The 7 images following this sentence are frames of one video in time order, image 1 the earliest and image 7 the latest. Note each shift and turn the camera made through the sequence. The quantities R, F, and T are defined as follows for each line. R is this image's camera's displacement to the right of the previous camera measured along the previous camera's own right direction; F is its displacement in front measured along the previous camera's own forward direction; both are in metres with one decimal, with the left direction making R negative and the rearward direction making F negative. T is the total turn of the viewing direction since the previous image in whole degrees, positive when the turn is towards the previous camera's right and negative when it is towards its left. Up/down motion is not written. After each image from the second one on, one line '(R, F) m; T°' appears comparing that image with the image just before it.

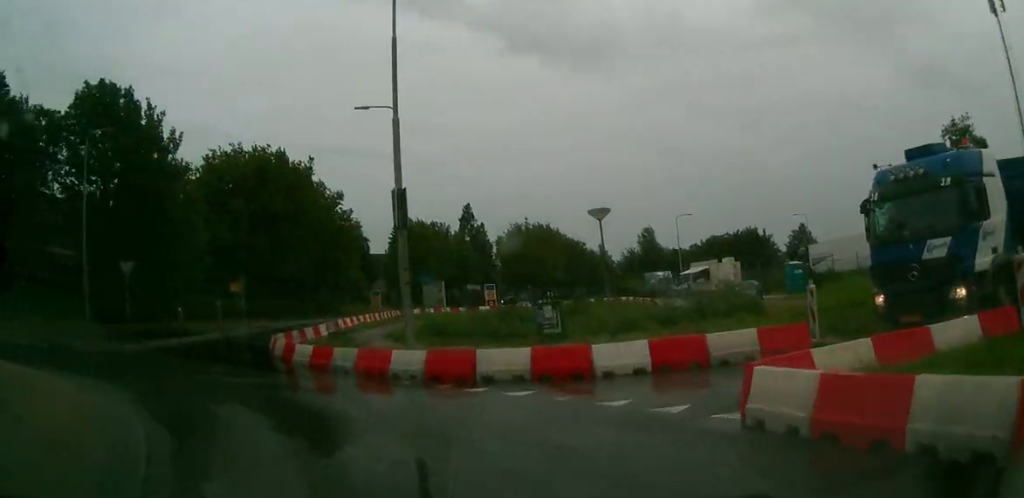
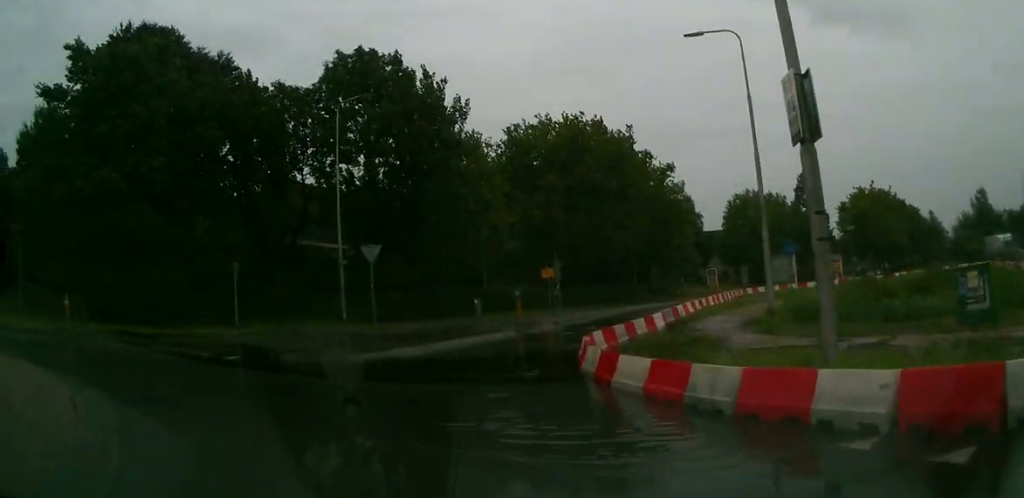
(-0.8, +7.2) m; -7°
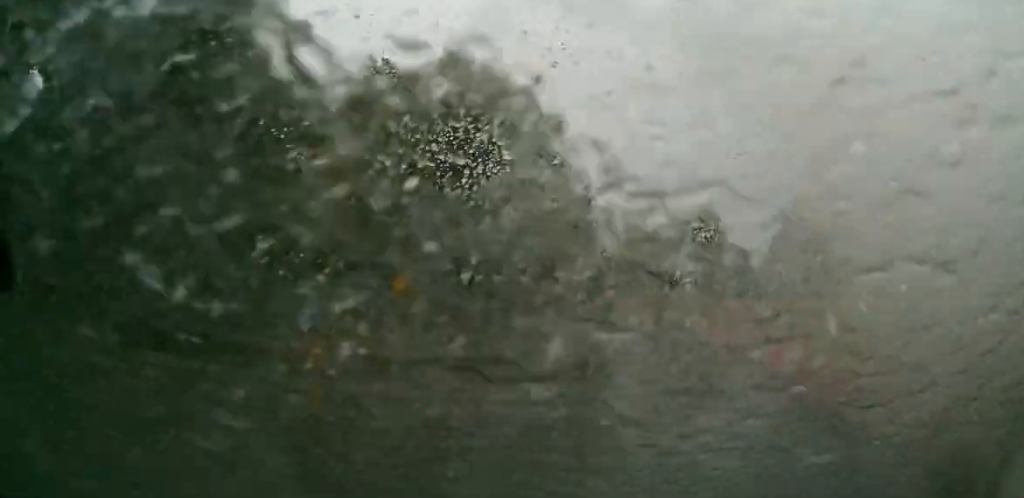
(-0.1, +17.8) m; 0°
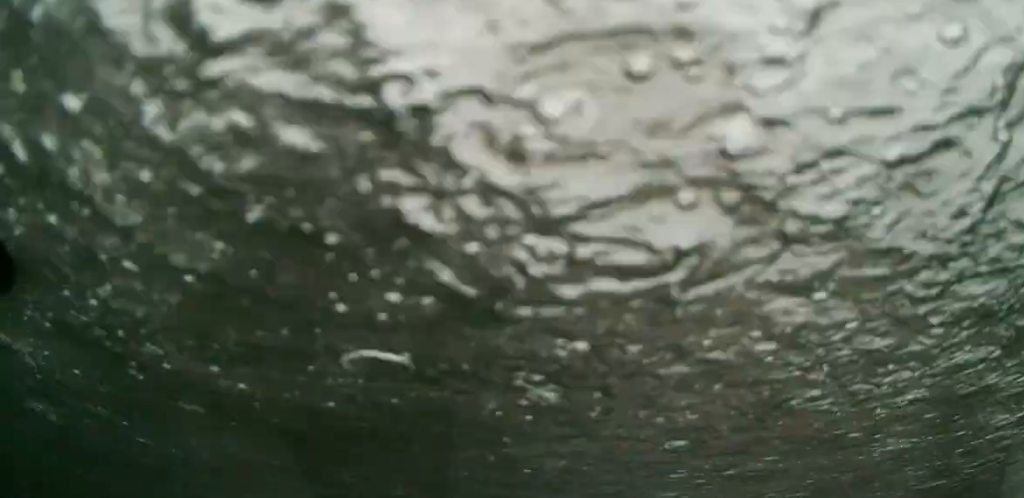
(0.0, +4.5) m; +2°
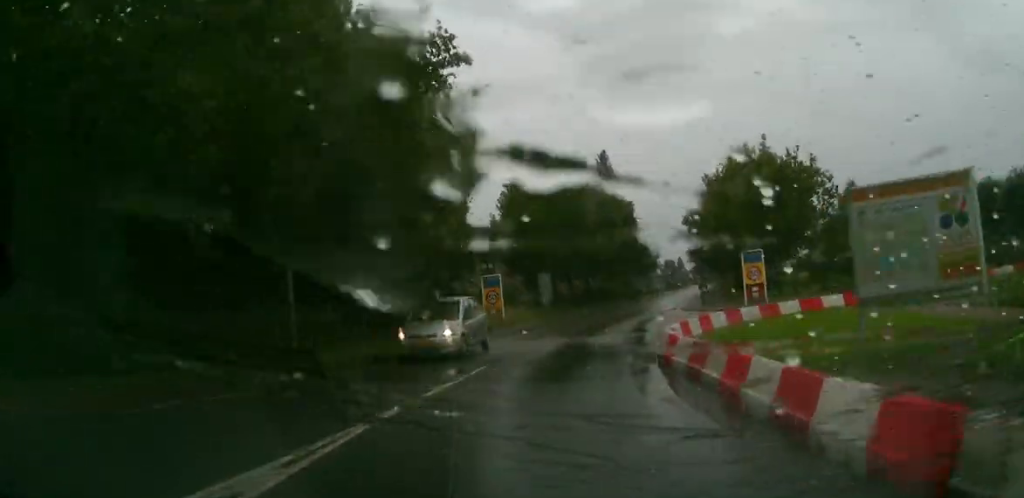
(+0.7, +13.9) m; +5°
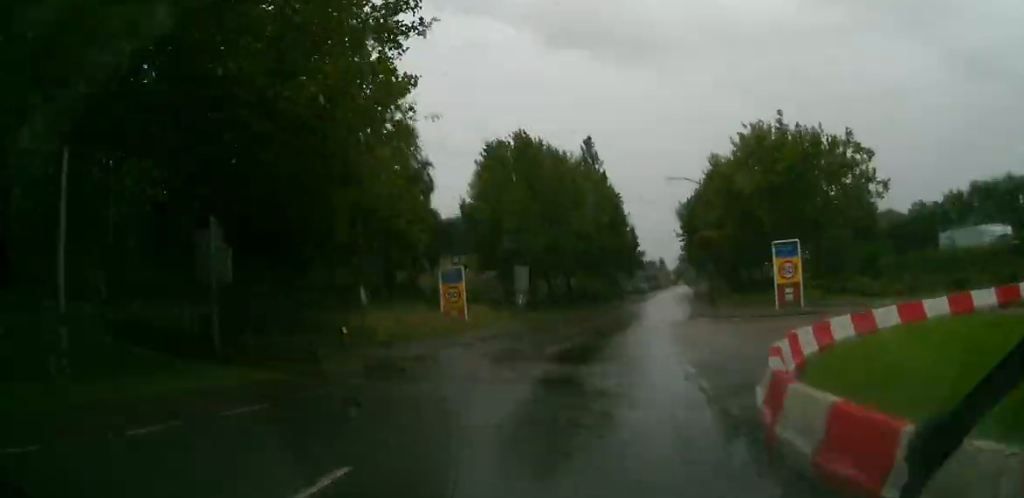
(0.0, +7.9) m; +3°
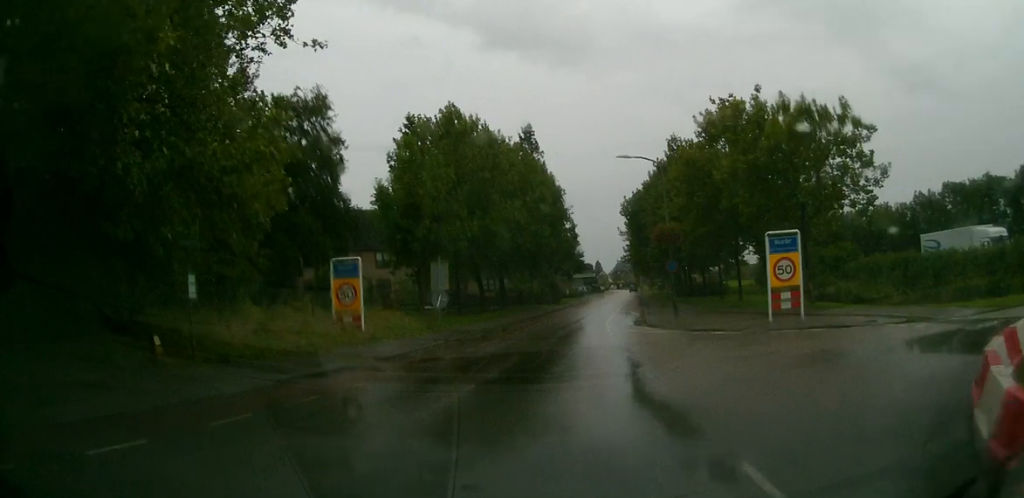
(+0.2, +6.9) m; +5°
